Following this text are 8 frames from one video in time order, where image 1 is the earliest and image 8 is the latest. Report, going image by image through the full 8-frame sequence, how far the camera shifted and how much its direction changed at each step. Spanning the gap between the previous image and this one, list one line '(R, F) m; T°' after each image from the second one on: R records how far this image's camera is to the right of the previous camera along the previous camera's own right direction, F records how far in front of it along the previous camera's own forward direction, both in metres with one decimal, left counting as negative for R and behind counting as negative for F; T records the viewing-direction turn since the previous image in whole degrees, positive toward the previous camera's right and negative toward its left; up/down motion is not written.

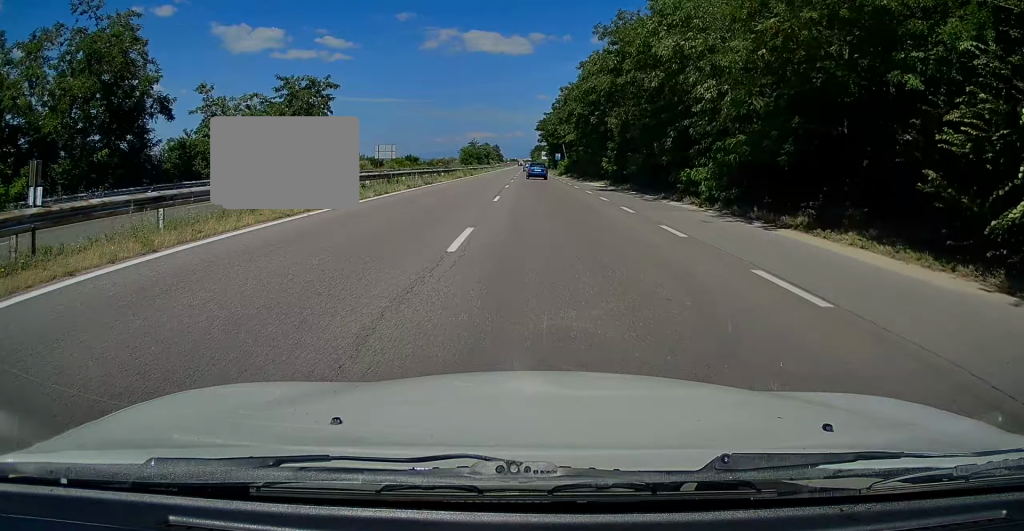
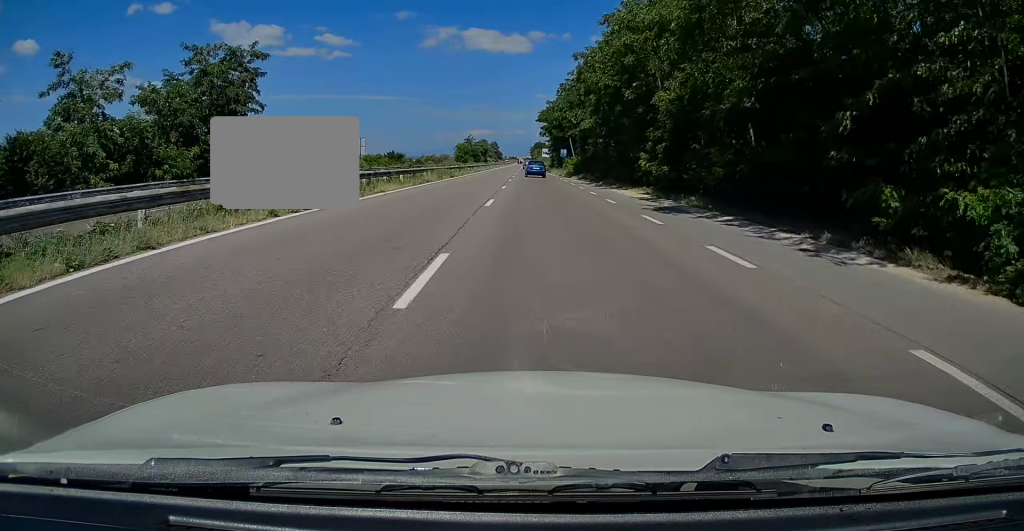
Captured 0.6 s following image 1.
(-0.3, +15.7) m; 0°
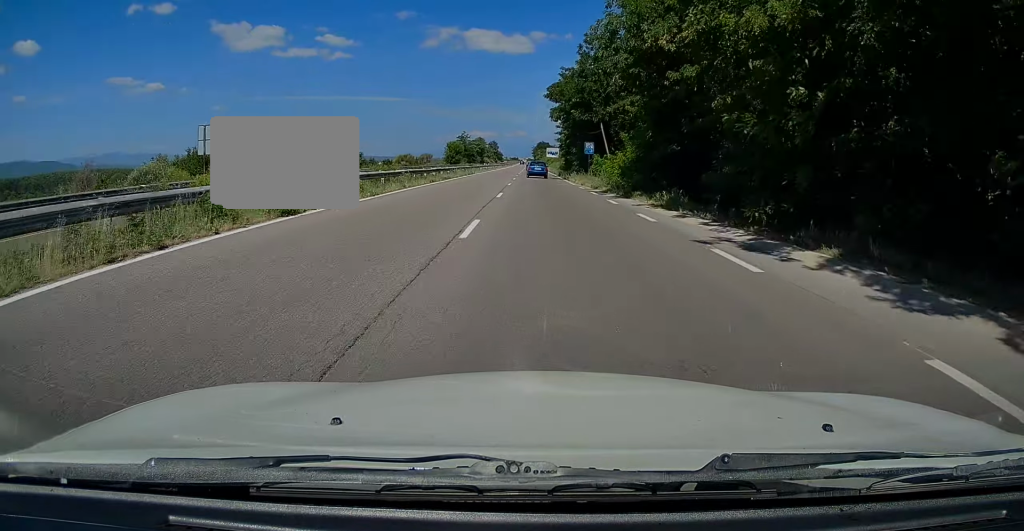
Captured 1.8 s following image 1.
(+0.2, +31.4) m; 0°
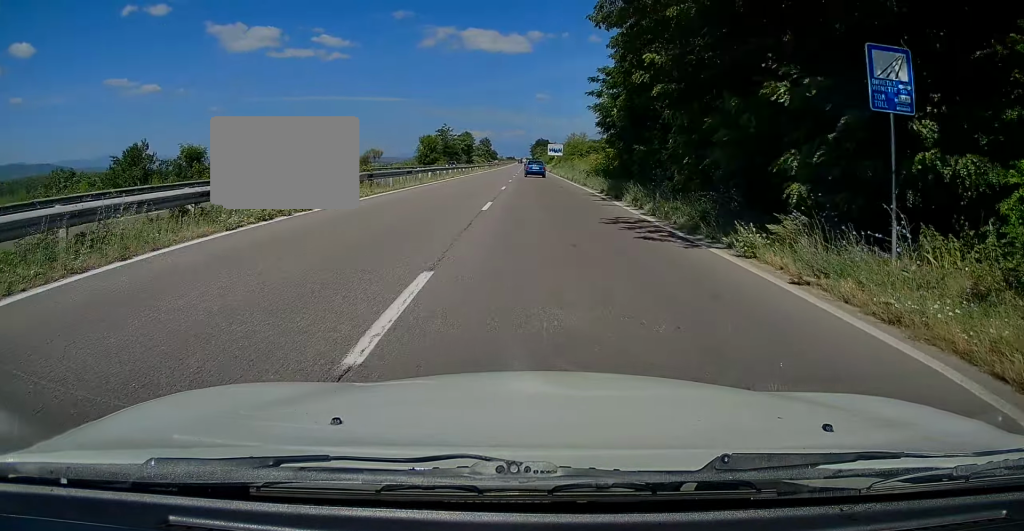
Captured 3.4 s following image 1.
(-0.1, +42.7) m; 0°
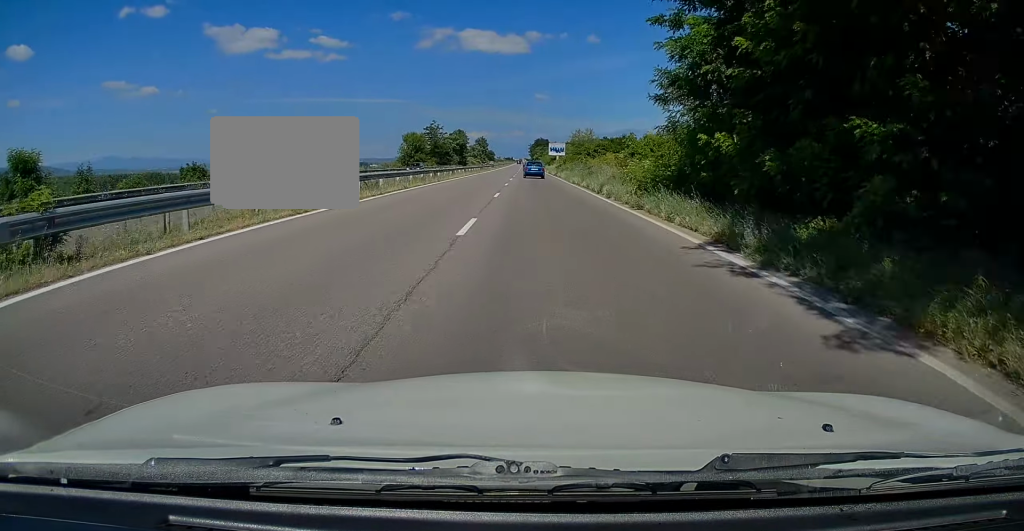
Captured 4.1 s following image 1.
(+0.1, +17.4) m; 0°
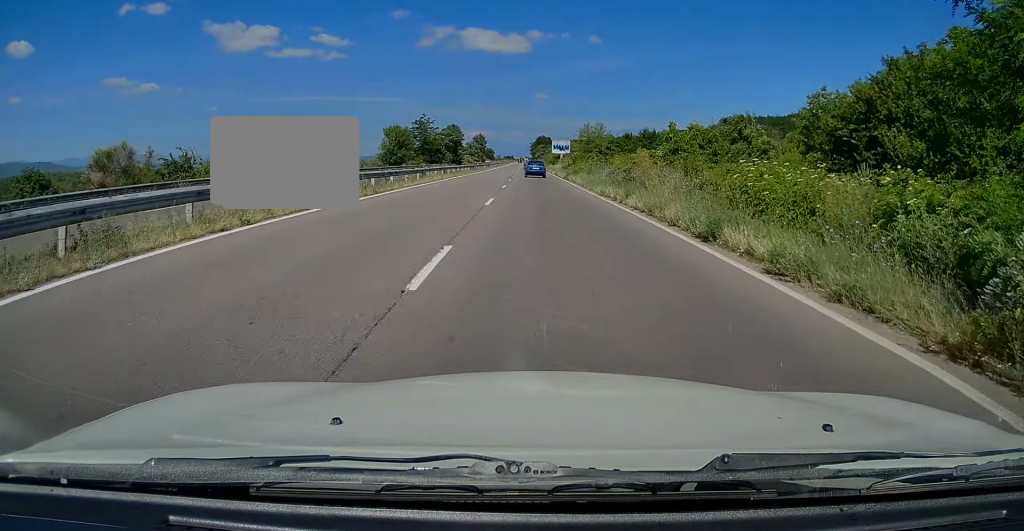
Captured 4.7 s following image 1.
(-0.3, +16.5) m; 0°
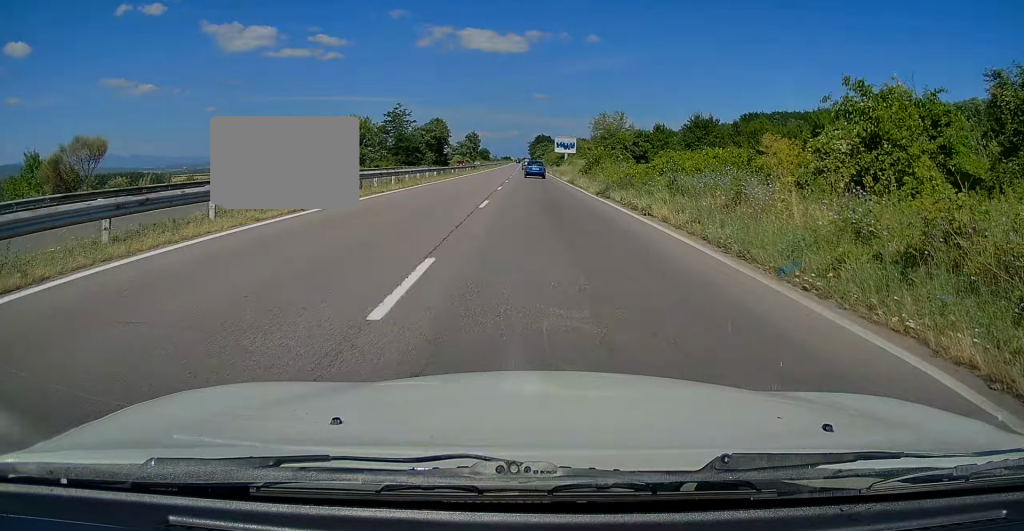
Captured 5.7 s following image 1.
(+0.3, +25.2) m; 0°
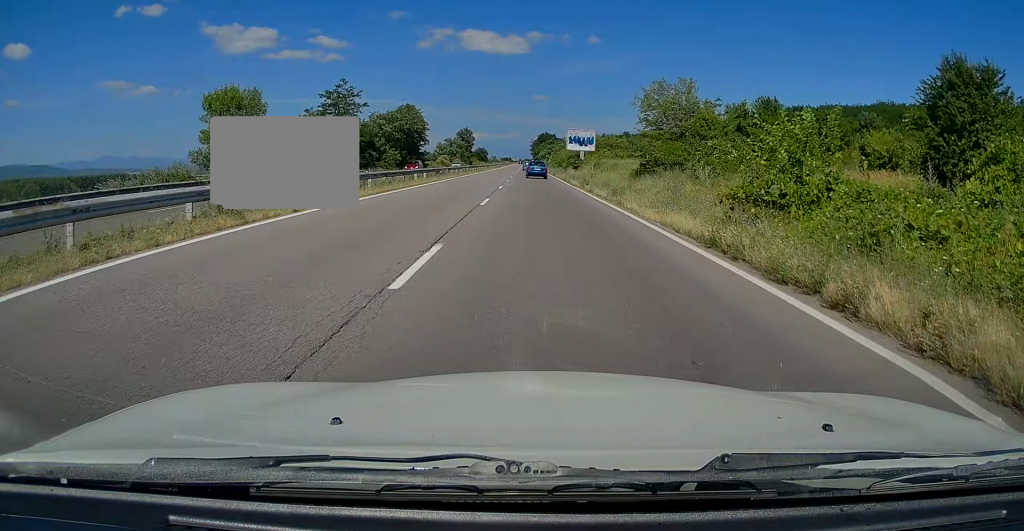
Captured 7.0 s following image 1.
(-0.3, +34.8) m; 0°
